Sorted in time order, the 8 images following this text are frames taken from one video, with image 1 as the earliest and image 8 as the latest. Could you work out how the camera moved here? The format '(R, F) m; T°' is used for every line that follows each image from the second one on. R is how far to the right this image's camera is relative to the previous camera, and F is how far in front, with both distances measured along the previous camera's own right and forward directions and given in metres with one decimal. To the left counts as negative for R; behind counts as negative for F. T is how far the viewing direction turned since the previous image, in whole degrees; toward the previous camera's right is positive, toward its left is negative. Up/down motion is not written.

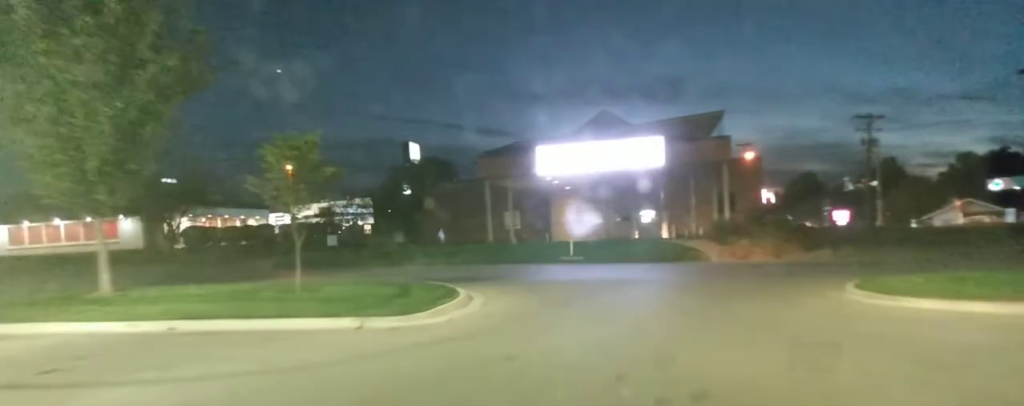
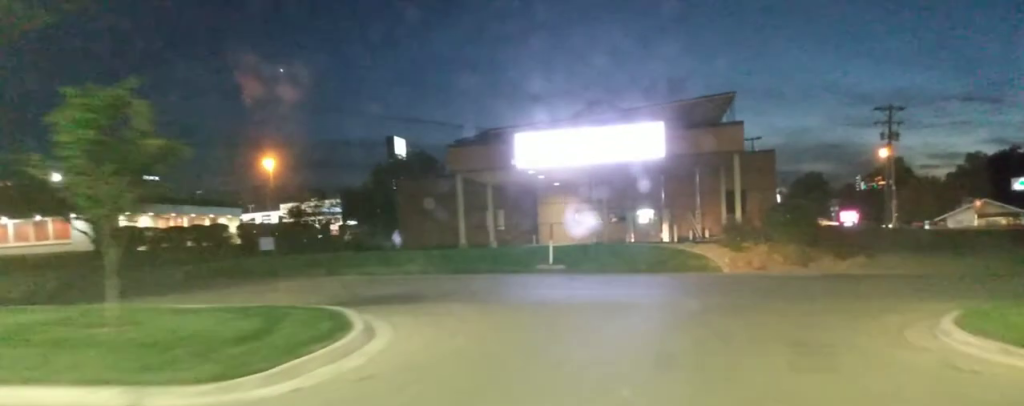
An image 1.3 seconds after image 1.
(0.0, +4.2) m; 0°
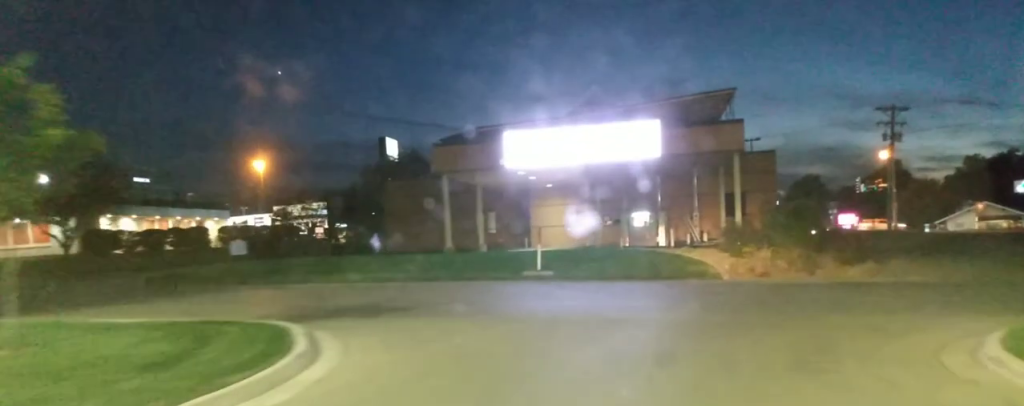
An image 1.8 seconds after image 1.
(0.0, +1.3) m; 0°
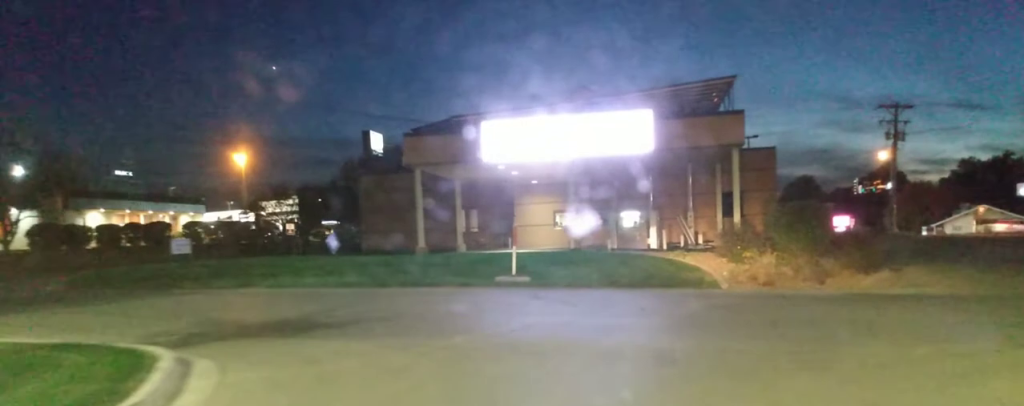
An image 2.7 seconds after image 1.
(0.0, +2.5) m; +3°
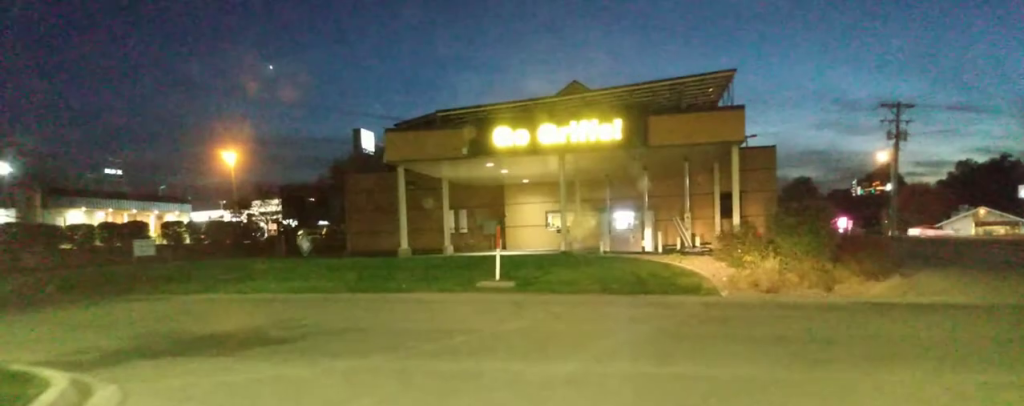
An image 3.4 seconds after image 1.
(+0.1, +2.3) m; +6°
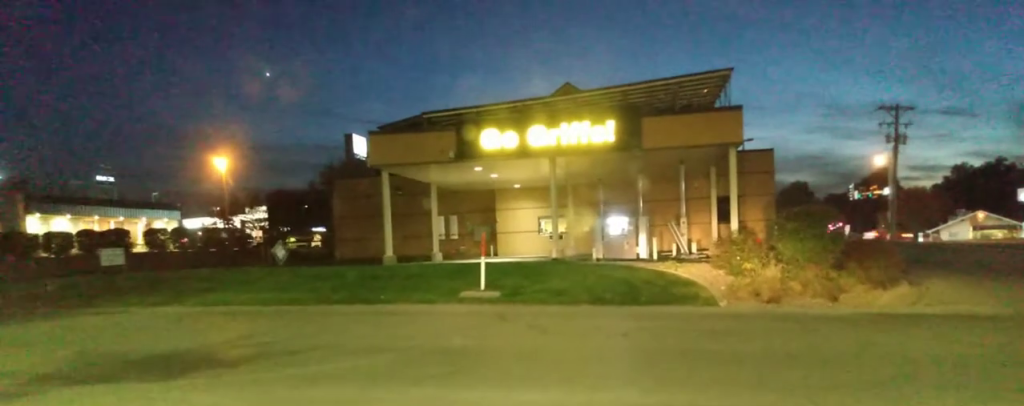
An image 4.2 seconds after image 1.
(+0.1, +2.4) m; +9°
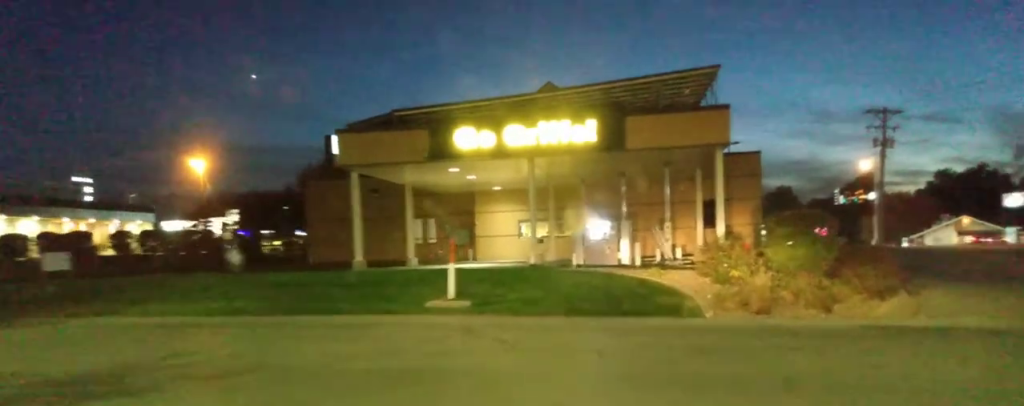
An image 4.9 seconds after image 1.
(+0.1, +2.4) m; +15°
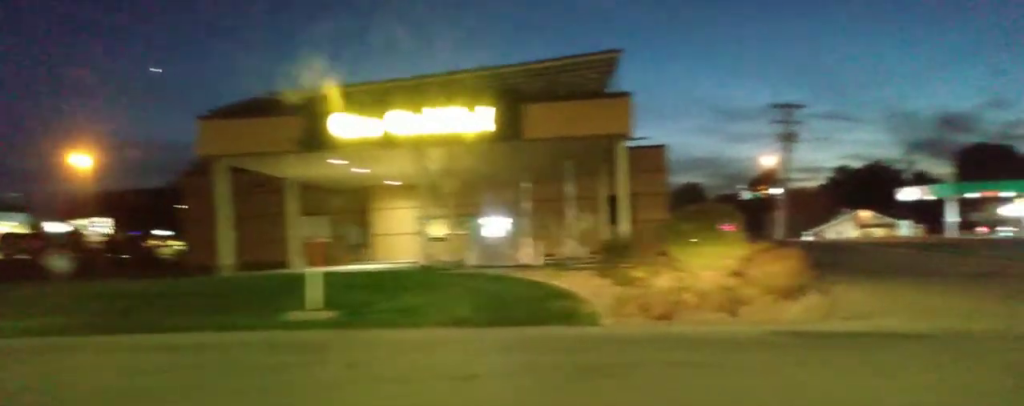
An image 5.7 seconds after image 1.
(+0.6, +2.7) m; +18°
